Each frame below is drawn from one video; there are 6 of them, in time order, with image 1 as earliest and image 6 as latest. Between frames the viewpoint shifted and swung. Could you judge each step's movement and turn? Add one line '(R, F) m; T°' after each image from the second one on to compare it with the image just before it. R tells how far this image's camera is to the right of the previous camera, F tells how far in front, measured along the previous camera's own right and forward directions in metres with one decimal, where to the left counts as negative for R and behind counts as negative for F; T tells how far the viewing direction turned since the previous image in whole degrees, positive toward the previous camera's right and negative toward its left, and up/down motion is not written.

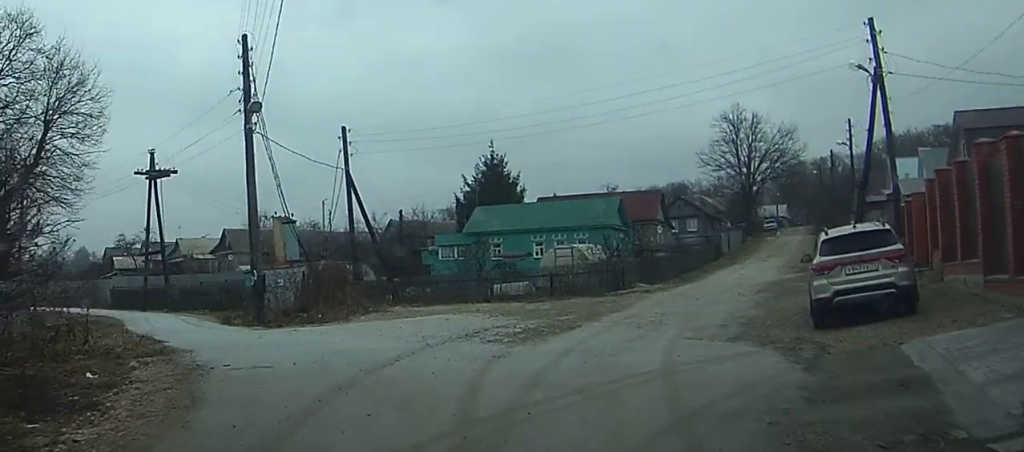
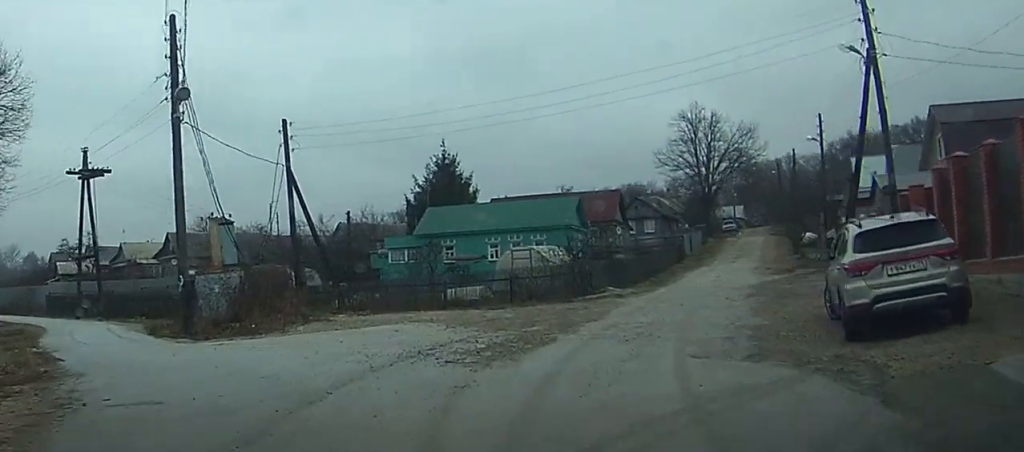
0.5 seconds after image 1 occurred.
(+0.1, +2.9) m; +4°
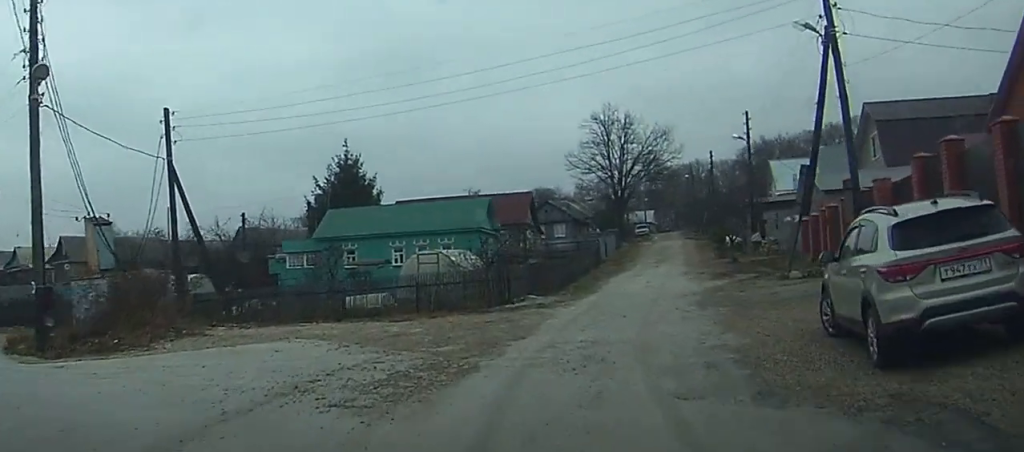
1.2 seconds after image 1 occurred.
(+0.1, +3.5) m; +6°
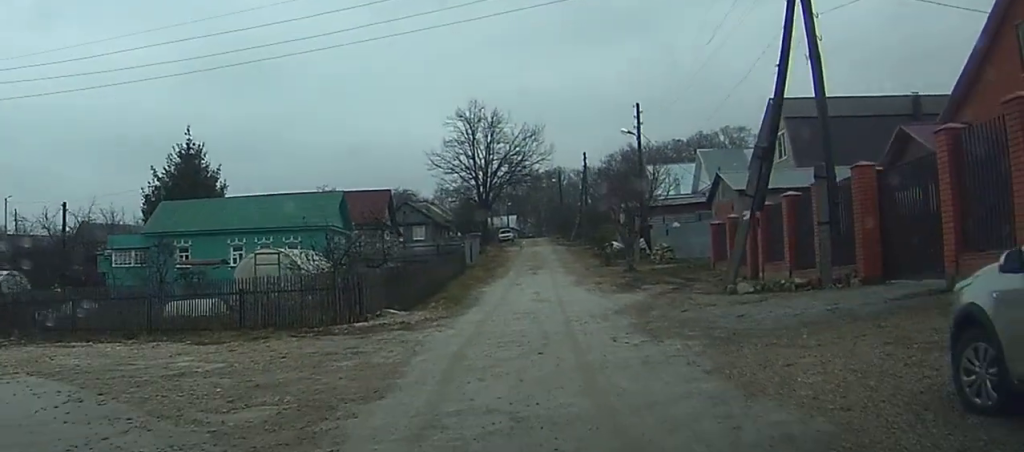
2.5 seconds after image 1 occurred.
(+0.6, +6.3) m; +7°
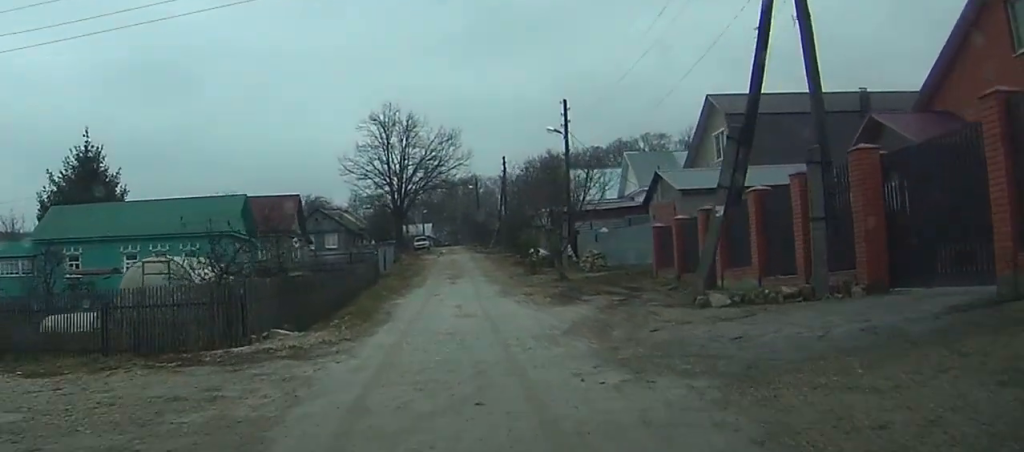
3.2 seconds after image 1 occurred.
(0.0, +3.7) m; +4°
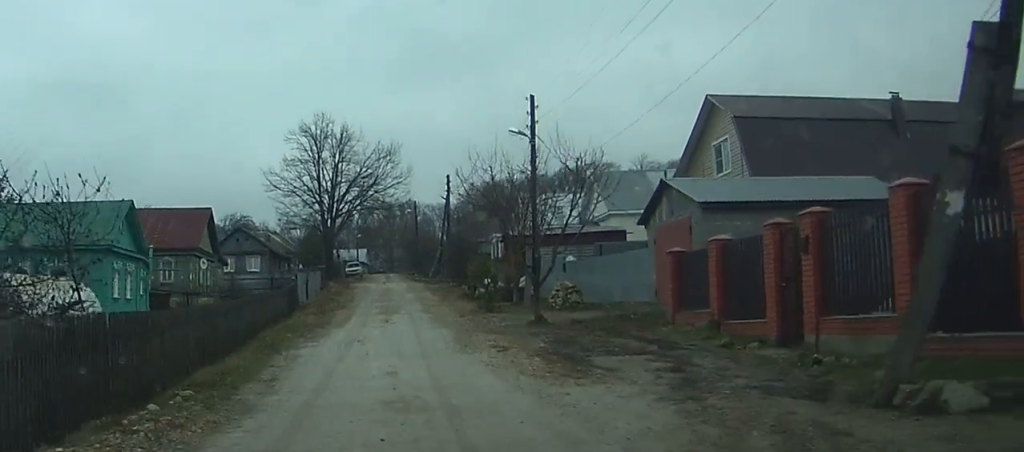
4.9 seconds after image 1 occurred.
(+0.7, +7.9) m; +5°
